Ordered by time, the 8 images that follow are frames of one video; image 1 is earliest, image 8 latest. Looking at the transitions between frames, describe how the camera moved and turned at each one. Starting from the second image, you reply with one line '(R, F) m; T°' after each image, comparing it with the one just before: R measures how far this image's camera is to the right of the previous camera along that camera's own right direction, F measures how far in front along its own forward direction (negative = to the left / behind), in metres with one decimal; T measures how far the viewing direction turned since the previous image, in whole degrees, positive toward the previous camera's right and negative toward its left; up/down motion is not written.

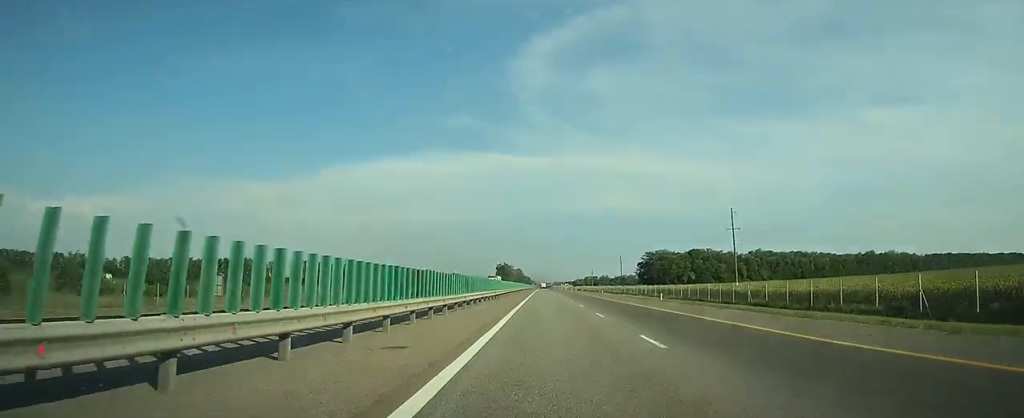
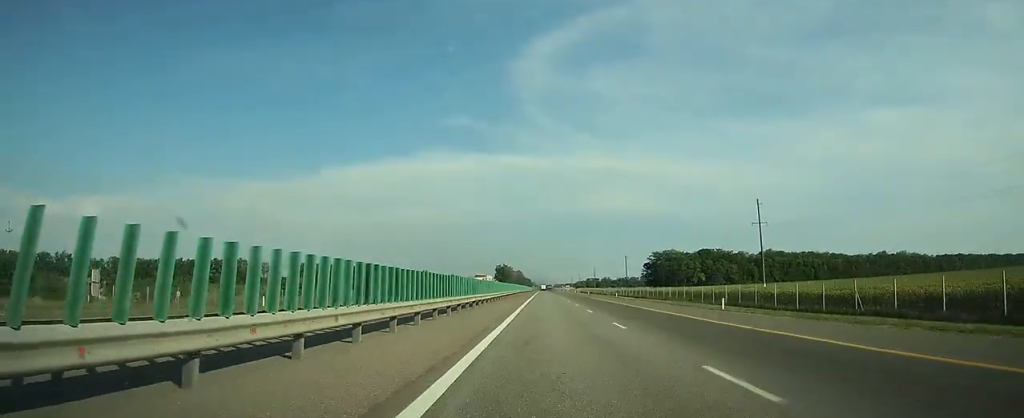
(0.0, +17.6) m; 0°
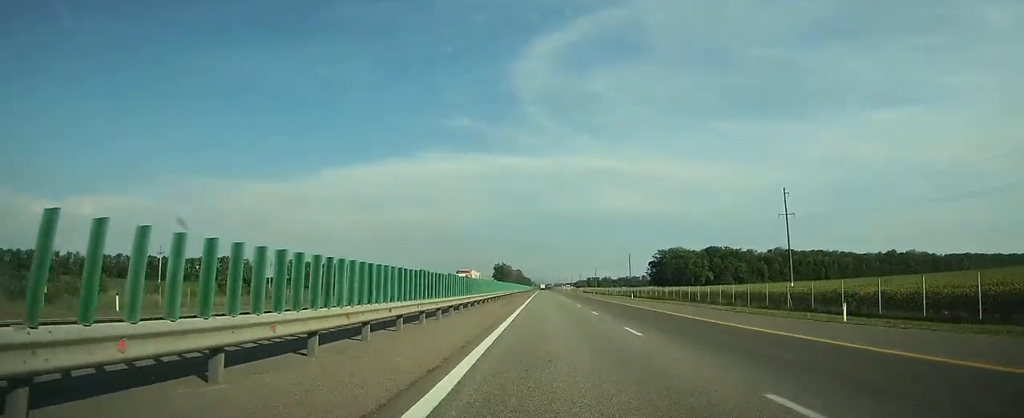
(0.0, +14.5) m; 0°
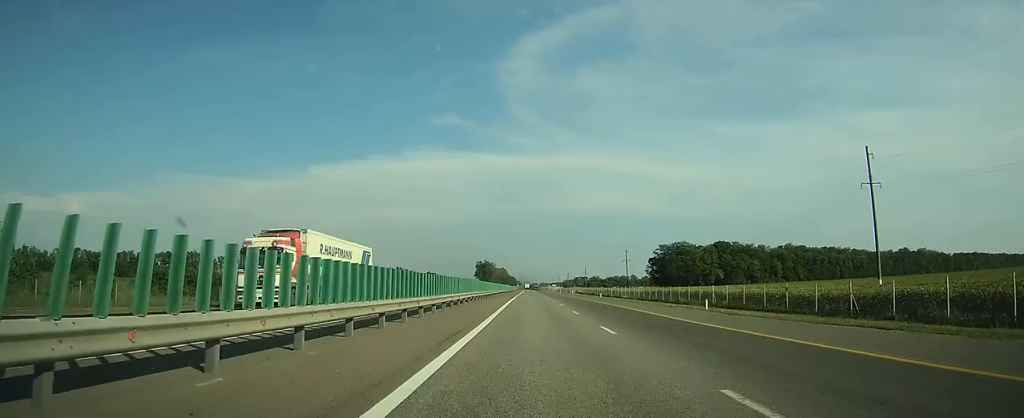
(+0.1, +35.2) m; +1°
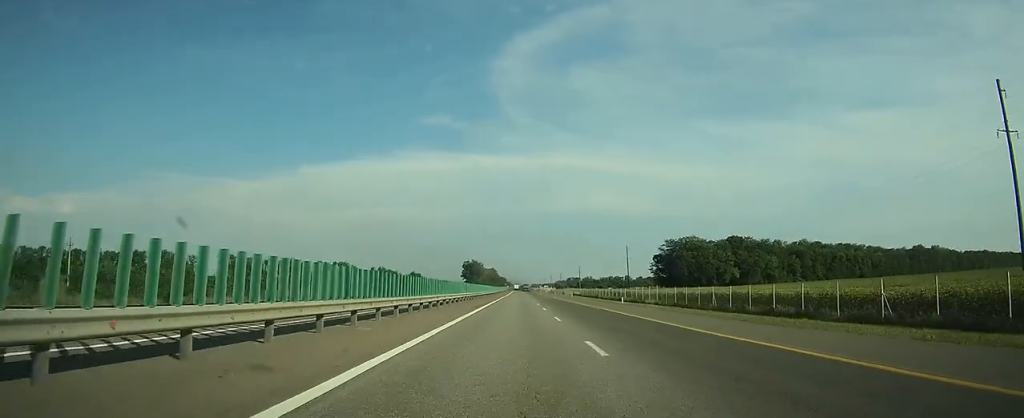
(+0.2, +29.0) m; +1°
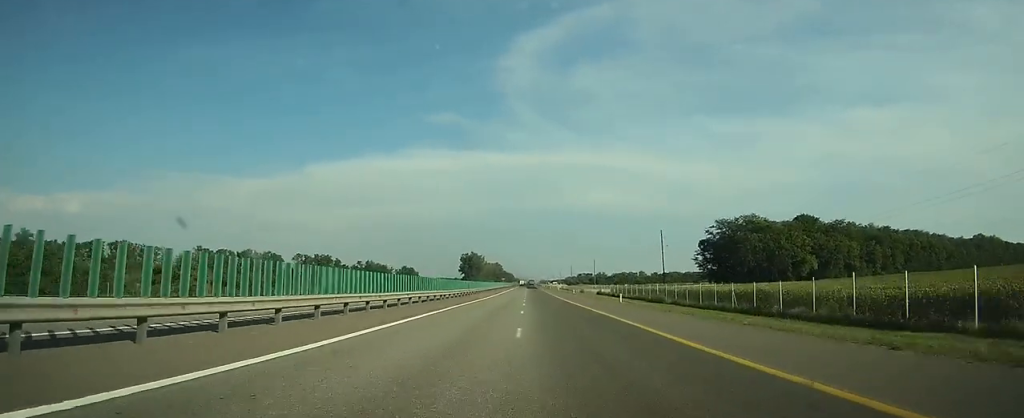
(+0.5, +55.9) m; +1°
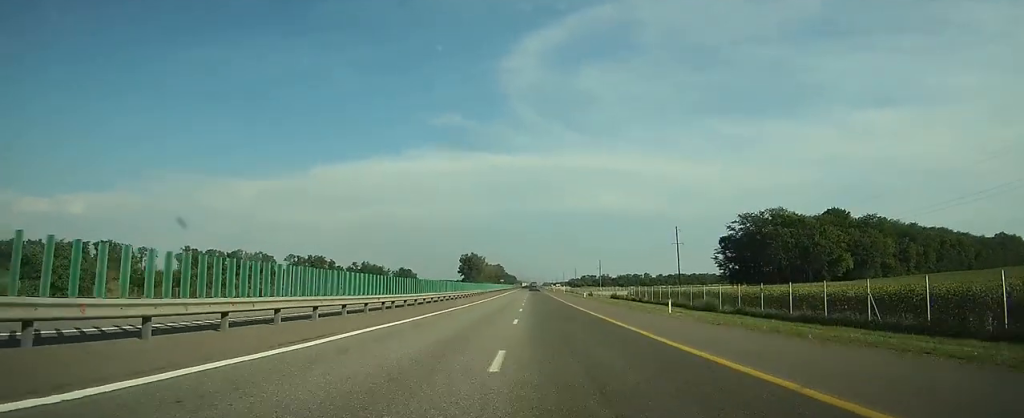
(0.0, +17.6) m; 0°
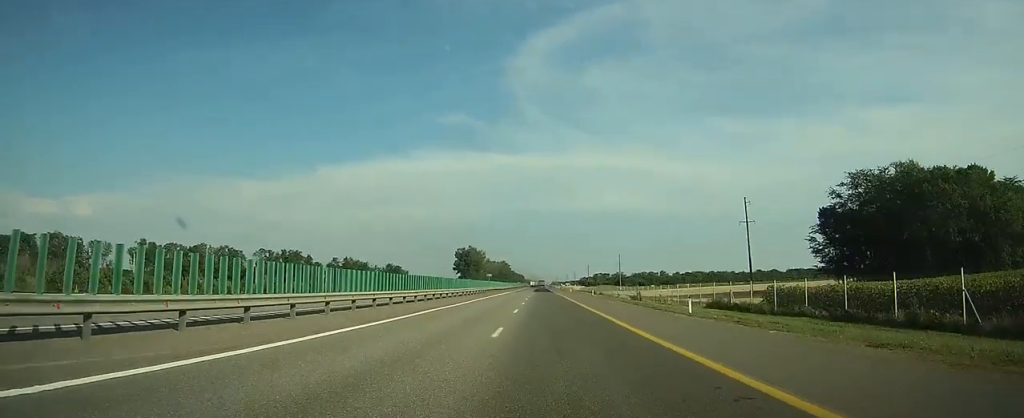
(-0.3, +54.4) m; -1°
